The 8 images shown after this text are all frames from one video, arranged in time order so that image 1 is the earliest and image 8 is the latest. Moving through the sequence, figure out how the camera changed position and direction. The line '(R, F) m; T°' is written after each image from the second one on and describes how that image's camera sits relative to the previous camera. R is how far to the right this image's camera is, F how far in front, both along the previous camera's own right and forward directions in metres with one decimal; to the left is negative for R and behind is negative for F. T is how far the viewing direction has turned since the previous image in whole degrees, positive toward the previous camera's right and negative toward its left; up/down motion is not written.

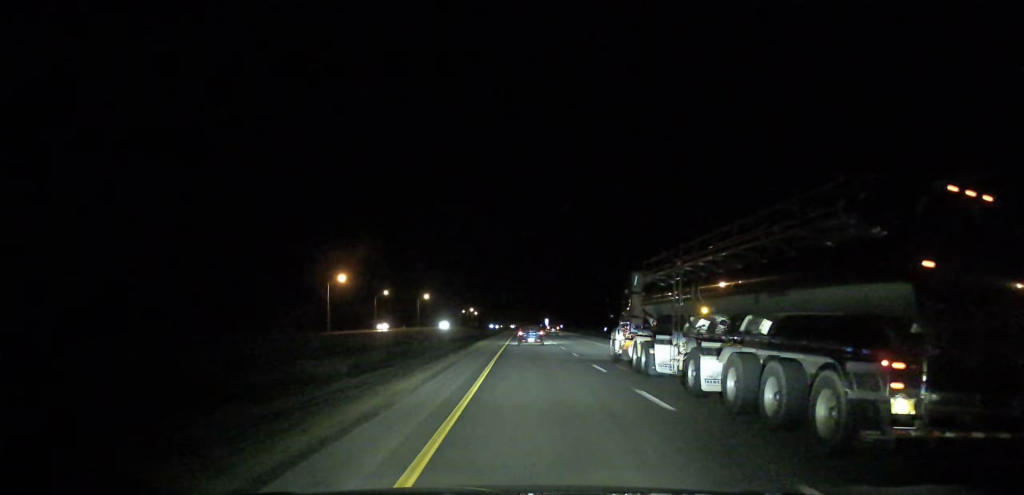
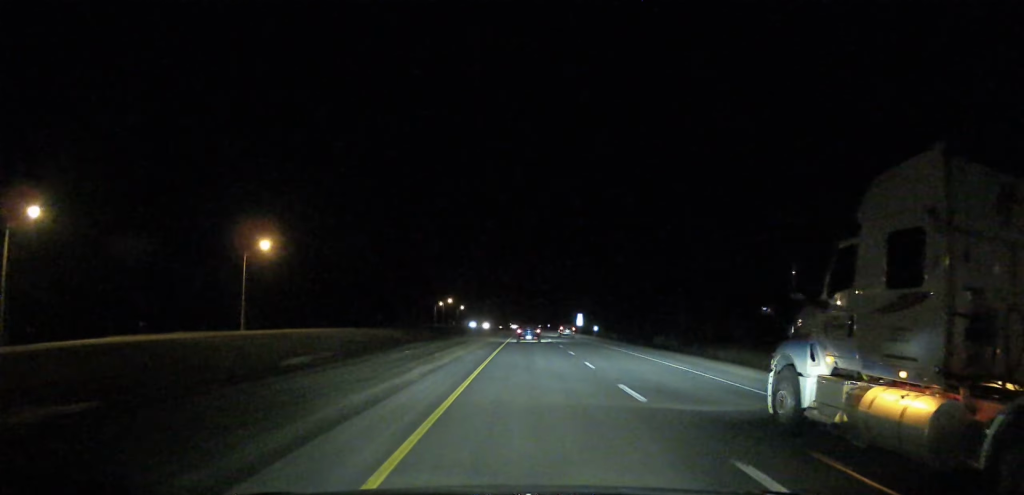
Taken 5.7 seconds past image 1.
(-0.3, +182.9) m; 0°
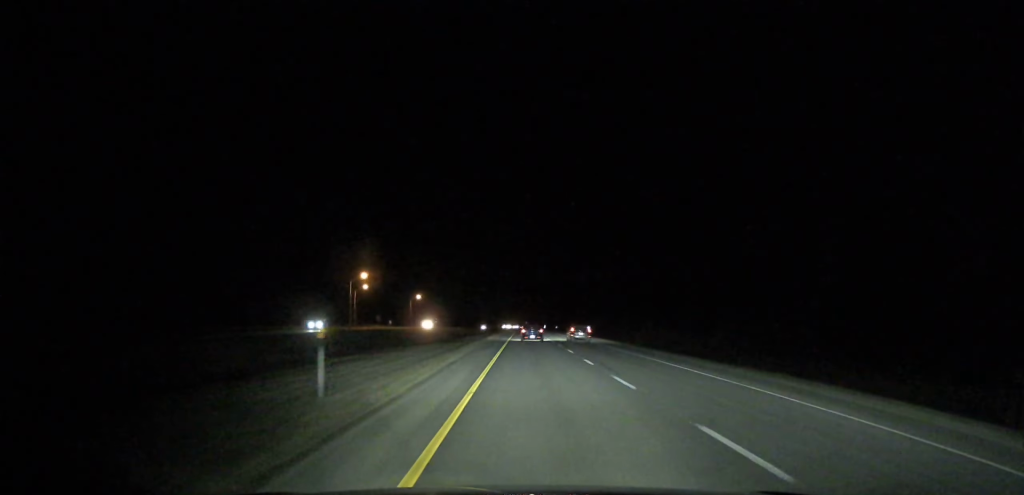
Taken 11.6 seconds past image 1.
(-0.3, +190.6) m; 0°
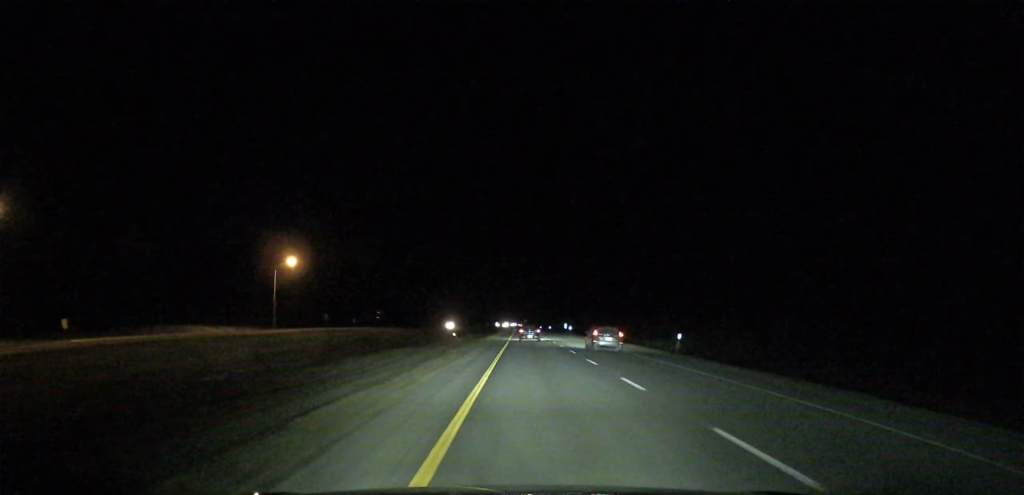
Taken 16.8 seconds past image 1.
(+0.3, +167.5) m; 0°
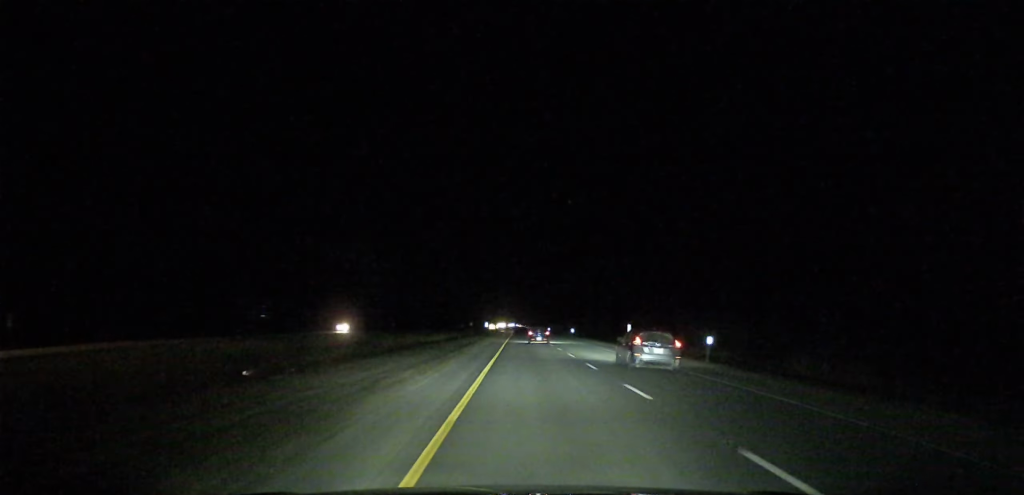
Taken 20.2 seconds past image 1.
(0.0, +112.3) m; 0°
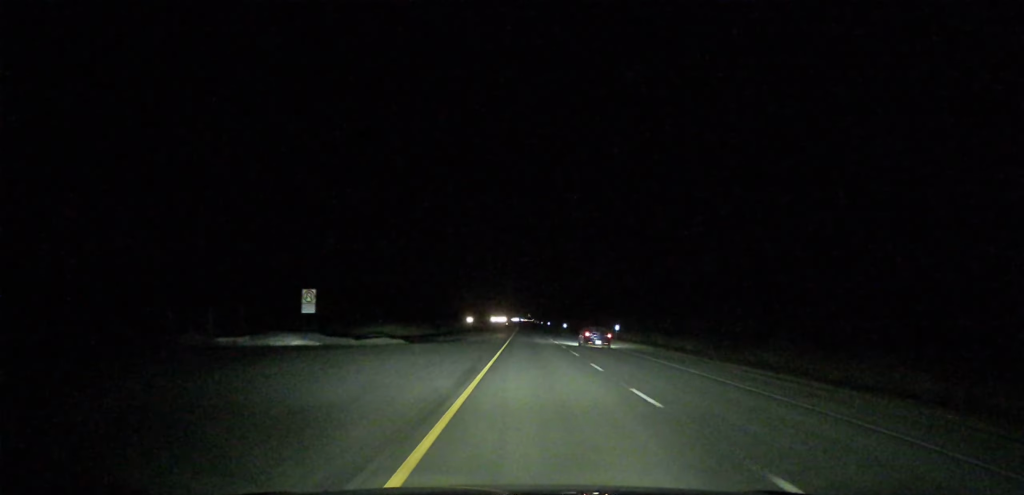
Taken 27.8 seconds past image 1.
(-0.1, +257.1) m; 0°
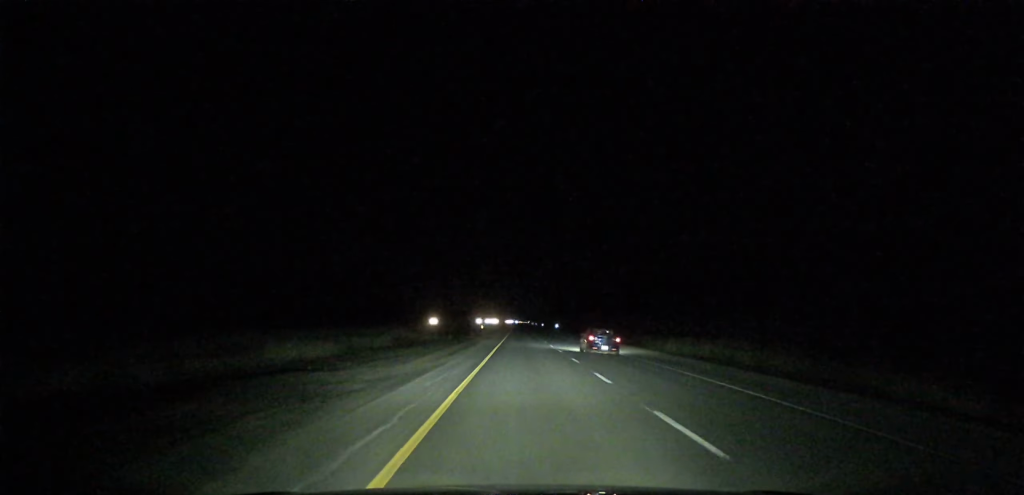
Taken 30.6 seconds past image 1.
(0.0, +94.3) m; 0°
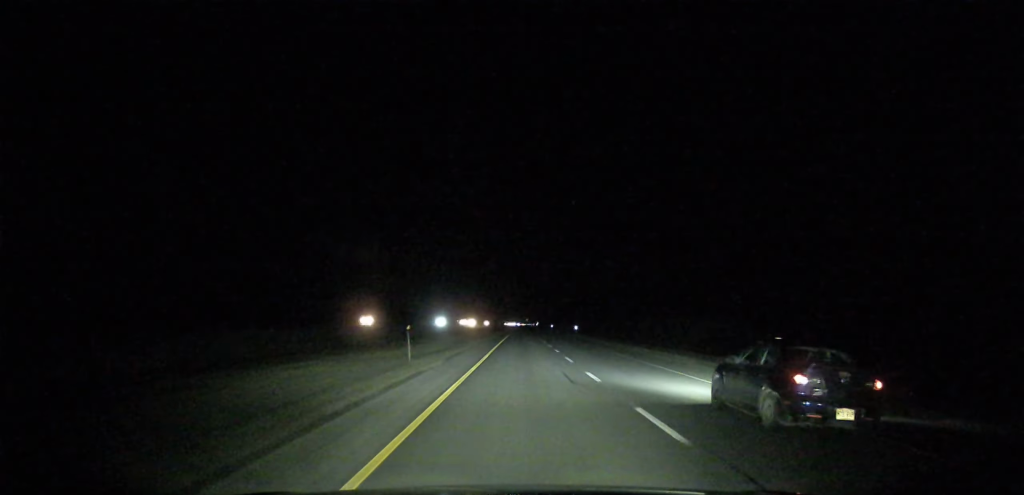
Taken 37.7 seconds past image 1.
(0.0, +248.7) m; 0°
